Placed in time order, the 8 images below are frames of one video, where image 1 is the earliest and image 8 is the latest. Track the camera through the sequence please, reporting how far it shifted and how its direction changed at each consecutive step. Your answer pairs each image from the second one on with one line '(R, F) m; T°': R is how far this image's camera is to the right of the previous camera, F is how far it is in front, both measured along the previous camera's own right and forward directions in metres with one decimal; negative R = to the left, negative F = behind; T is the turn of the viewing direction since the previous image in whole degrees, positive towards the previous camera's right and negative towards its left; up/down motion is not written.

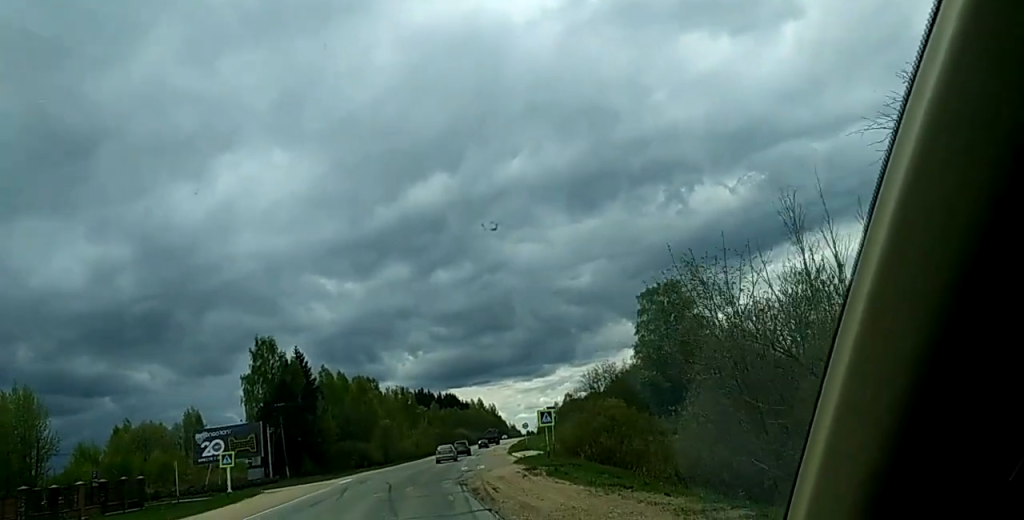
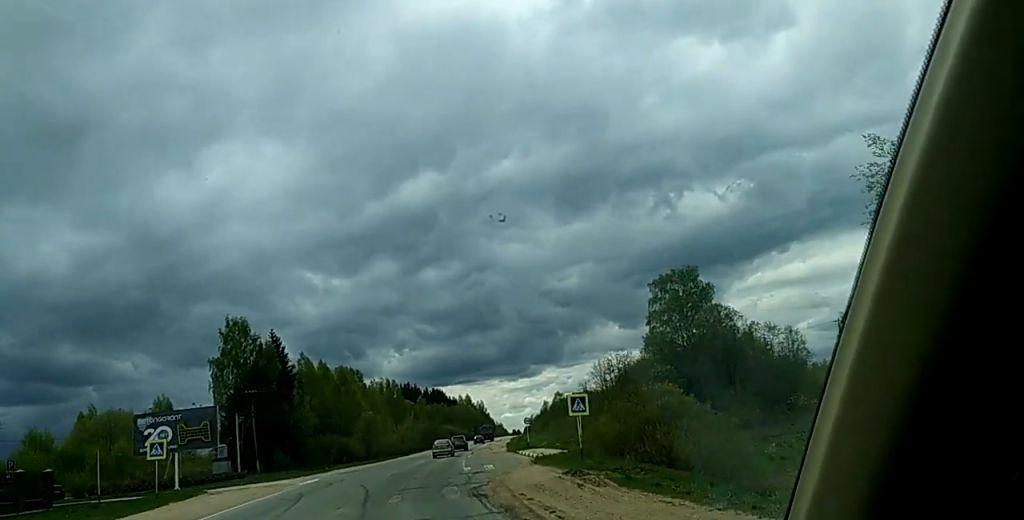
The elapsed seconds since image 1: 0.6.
(0.0, +12.2) m; 0°
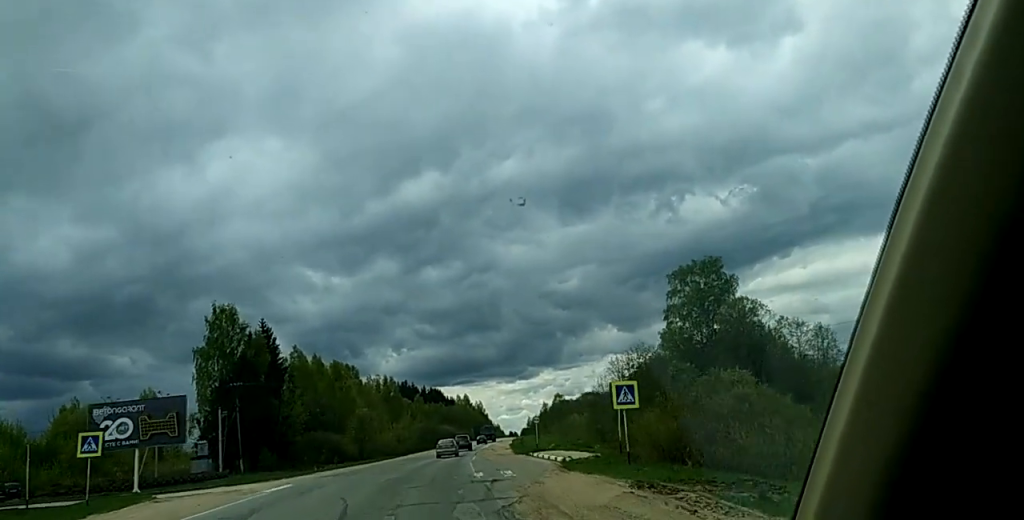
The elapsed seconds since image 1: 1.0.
(+0.1, +8.9) m; 0°
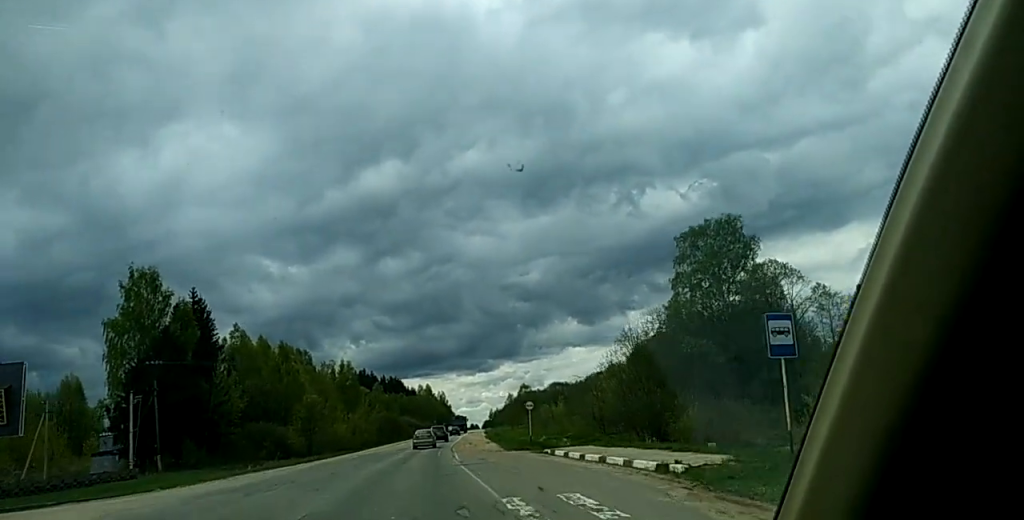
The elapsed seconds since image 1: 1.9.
(0.0, +17.8) m; 0°
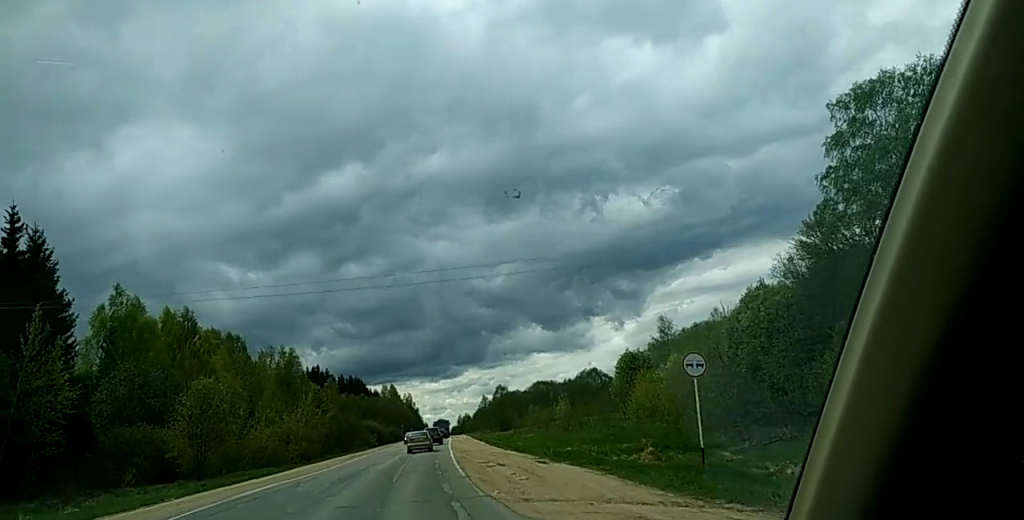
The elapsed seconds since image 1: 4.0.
(+0.8, +40.7) m; +3°
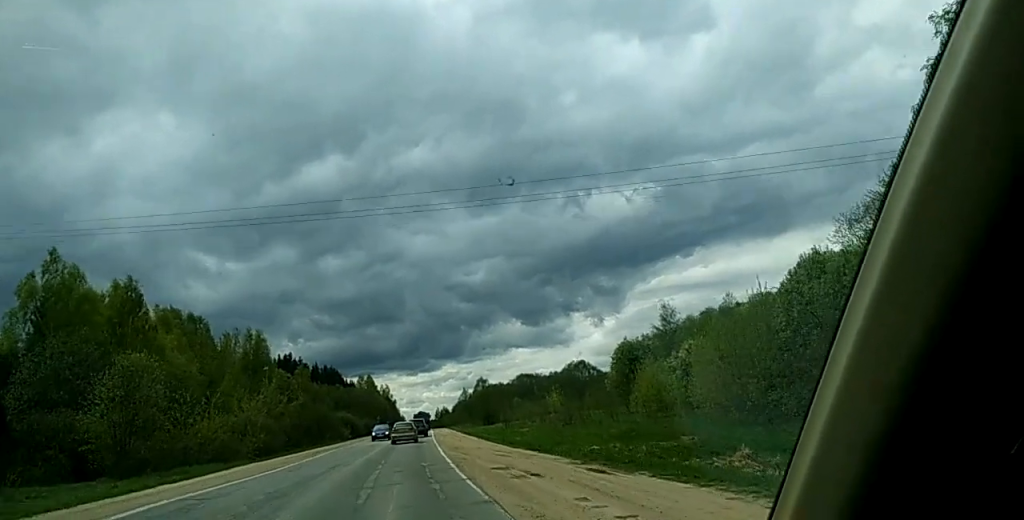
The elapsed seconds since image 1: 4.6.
(-0.1, +11.9) m; +1°
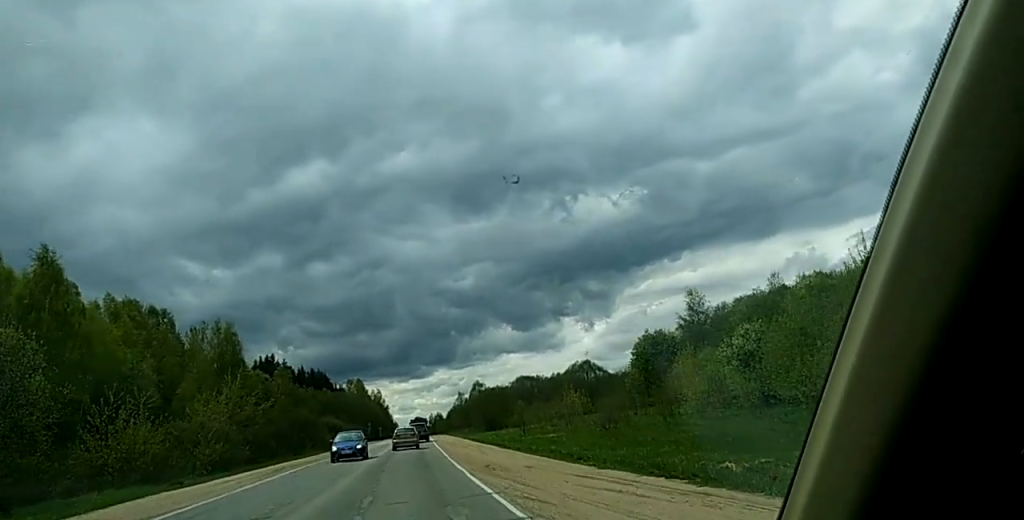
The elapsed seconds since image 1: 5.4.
(+0.4, +17.4) m; +1°
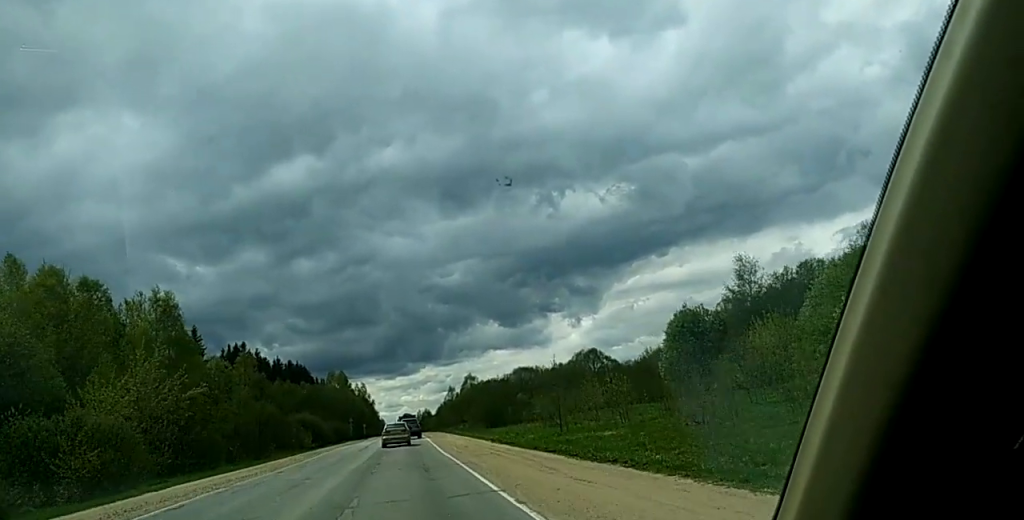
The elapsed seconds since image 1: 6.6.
(+0.1, +21.9) m; -1°
